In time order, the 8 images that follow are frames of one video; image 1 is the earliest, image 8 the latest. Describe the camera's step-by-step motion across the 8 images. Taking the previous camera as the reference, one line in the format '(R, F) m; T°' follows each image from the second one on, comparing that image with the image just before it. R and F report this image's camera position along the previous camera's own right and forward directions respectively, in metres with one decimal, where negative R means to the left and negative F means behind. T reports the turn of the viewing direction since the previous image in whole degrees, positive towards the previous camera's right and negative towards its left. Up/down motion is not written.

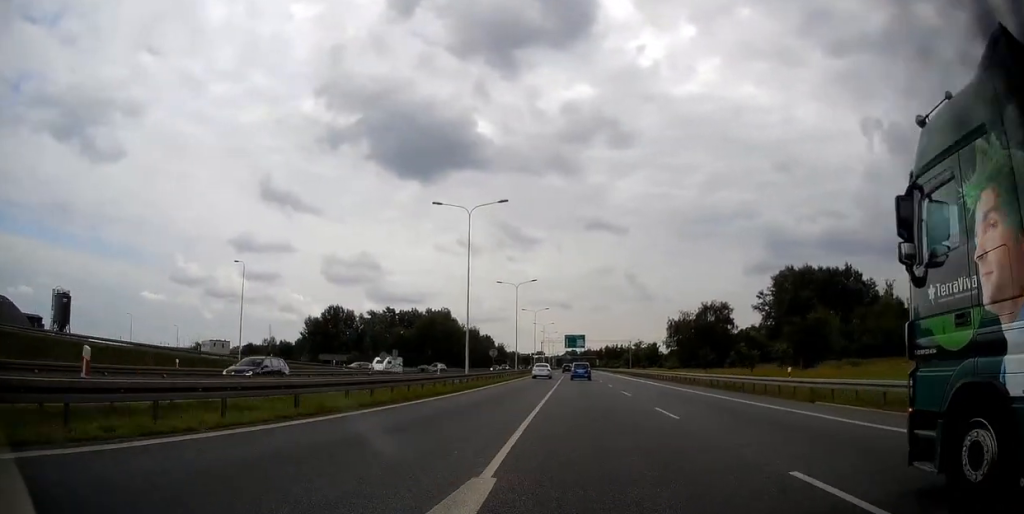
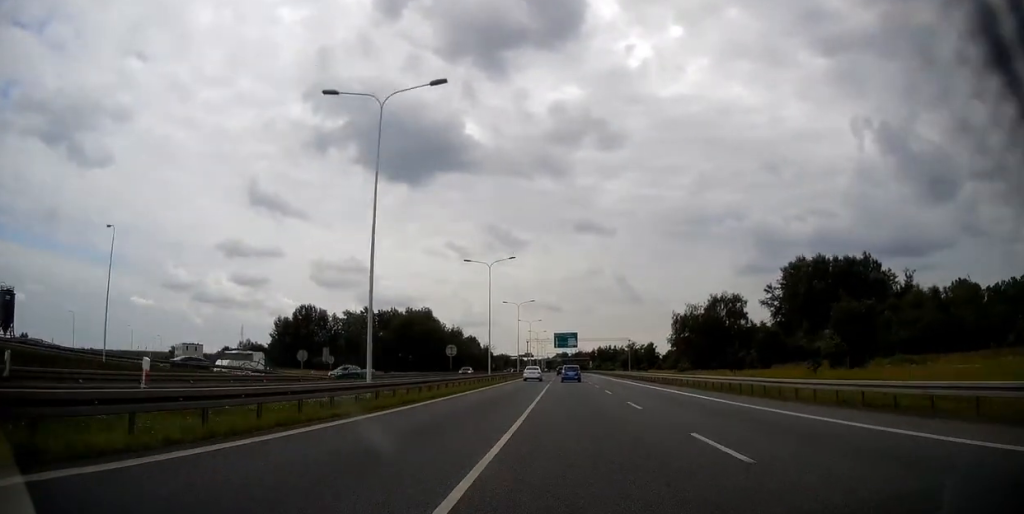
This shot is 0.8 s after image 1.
(+0.3, +19.0) m; +2°
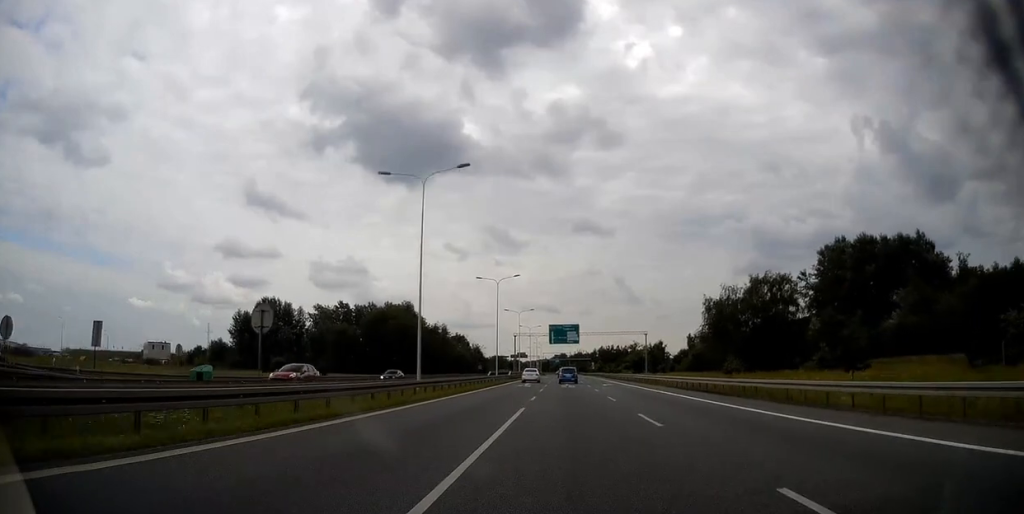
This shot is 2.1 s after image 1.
(+0.5, +29.8) m; +1°
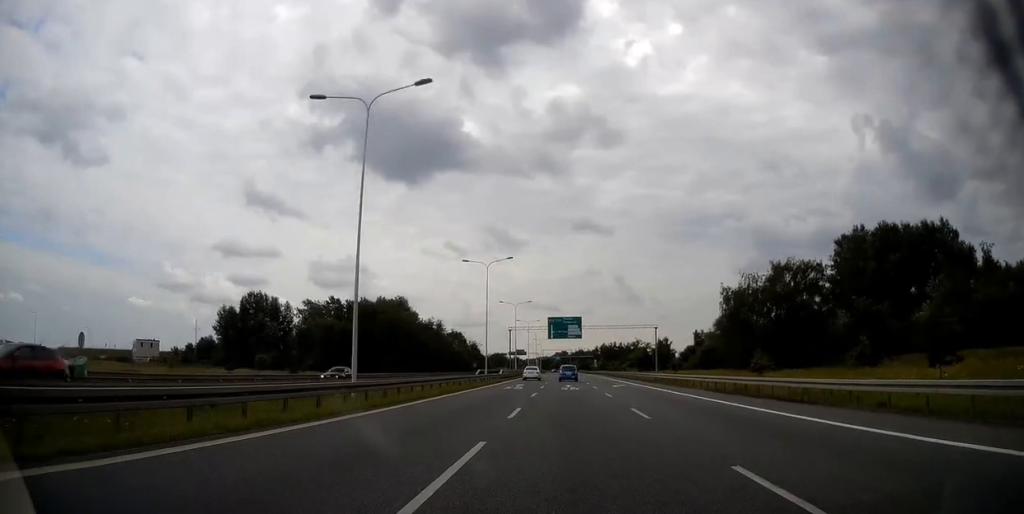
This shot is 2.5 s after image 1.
(+0.1, +10.4) m; 0°
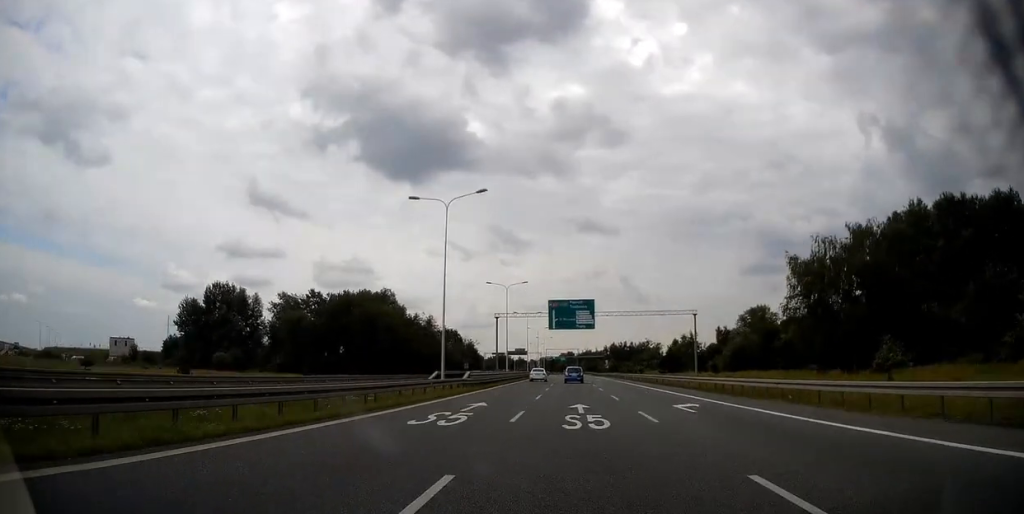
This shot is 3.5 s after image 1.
(-0.1, +24.6) m; -1°
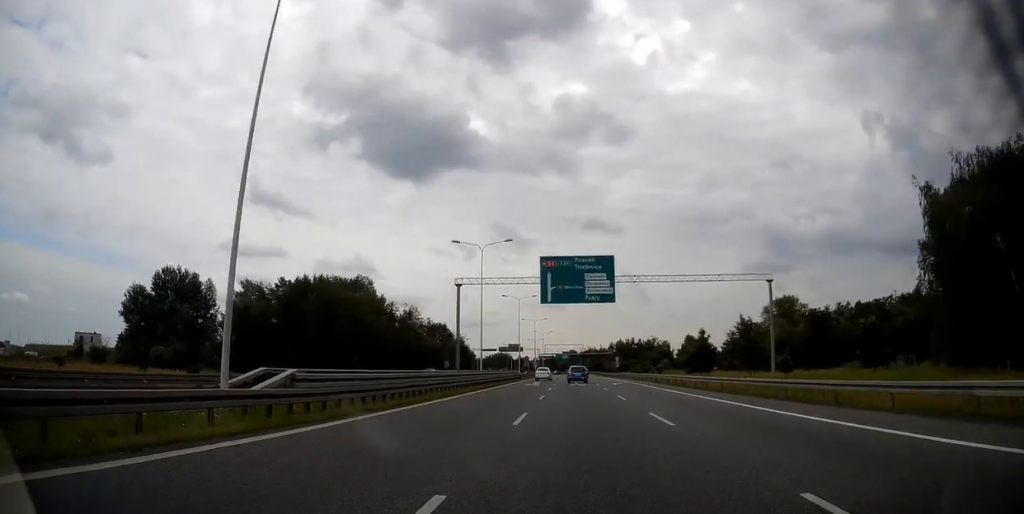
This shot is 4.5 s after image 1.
(-0.2, +25.2) m; 0°
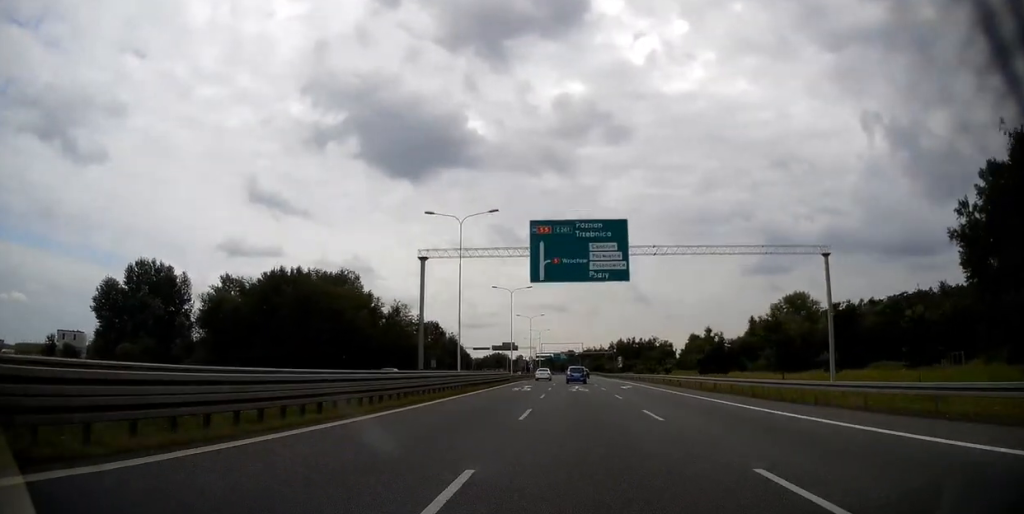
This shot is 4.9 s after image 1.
(0.0, +10.3) m; 0°
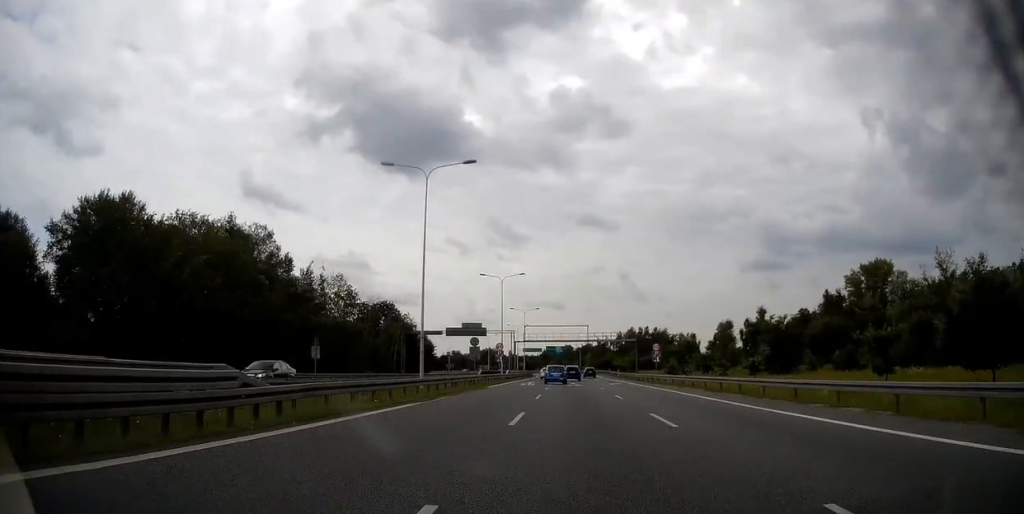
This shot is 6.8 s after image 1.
(+0.1, +48.9) m; +1°
